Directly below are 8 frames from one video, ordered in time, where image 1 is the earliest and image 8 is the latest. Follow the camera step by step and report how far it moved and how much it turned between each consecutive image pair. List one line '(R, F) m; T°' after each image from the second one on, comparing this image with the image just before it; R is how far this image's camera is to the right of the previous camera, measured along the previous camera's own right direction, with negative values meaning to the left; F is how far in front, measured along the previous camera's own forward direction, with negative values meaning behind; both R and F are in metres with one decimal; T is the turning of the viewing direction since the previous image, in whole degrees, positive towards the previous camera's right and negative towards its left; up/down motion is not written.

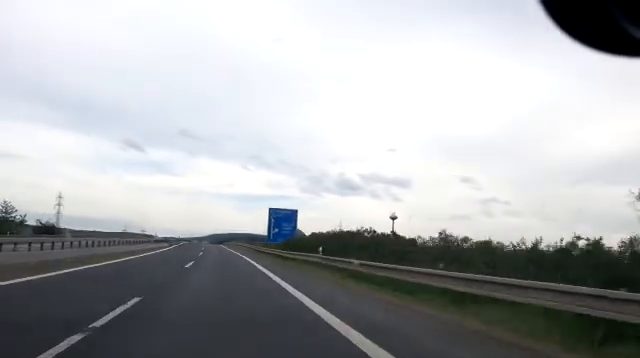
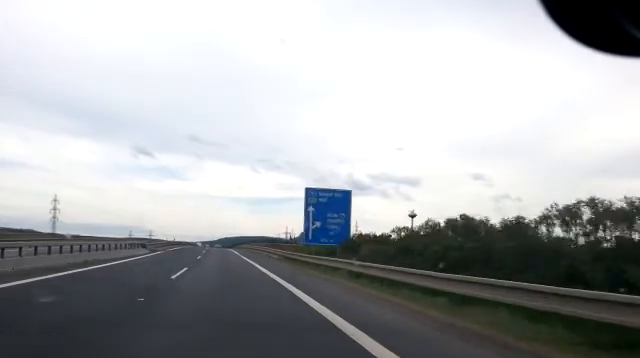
(-0.6, +24.2) m; -2°
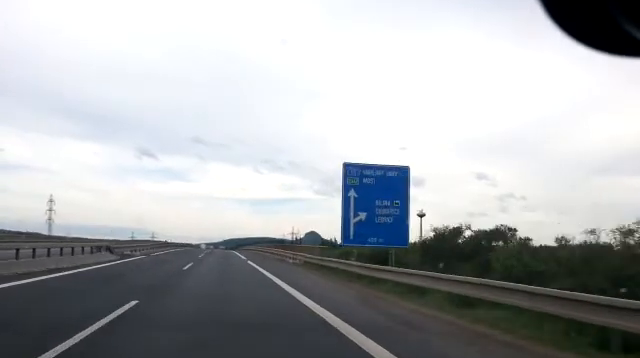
(+0.1, +12.0) m; 0°
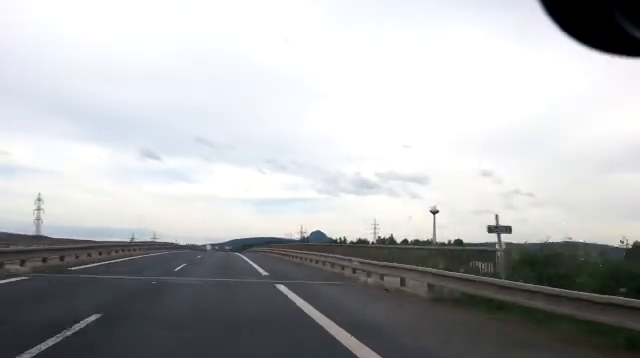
(-0.3, +19.9) m; +1°
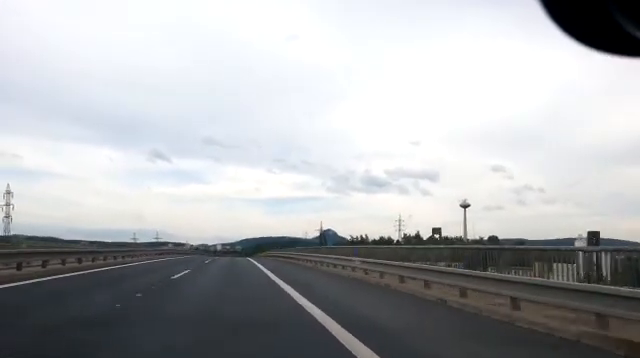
(+0.3, +39.1) m; -1°
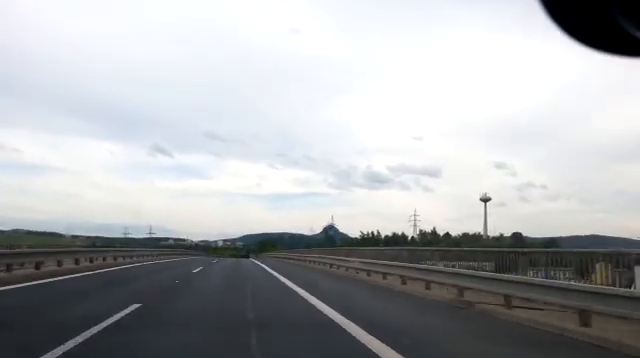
(-0.8, +31.5) m; -1°
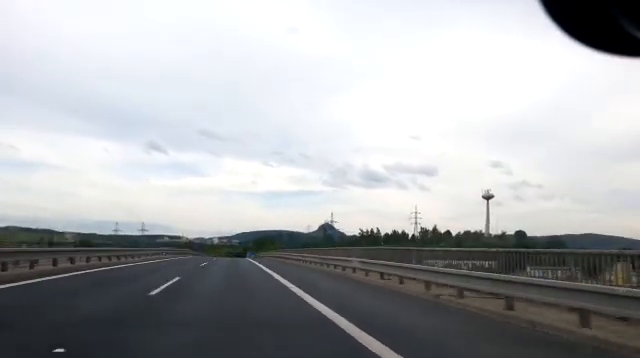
(0.0, +10.2) m; 0°
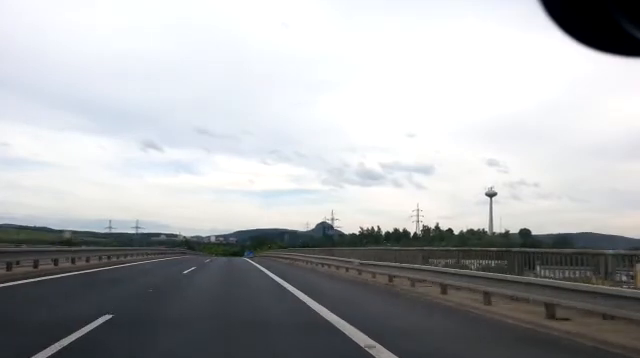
(+0.2, +9.3) m; 0°
